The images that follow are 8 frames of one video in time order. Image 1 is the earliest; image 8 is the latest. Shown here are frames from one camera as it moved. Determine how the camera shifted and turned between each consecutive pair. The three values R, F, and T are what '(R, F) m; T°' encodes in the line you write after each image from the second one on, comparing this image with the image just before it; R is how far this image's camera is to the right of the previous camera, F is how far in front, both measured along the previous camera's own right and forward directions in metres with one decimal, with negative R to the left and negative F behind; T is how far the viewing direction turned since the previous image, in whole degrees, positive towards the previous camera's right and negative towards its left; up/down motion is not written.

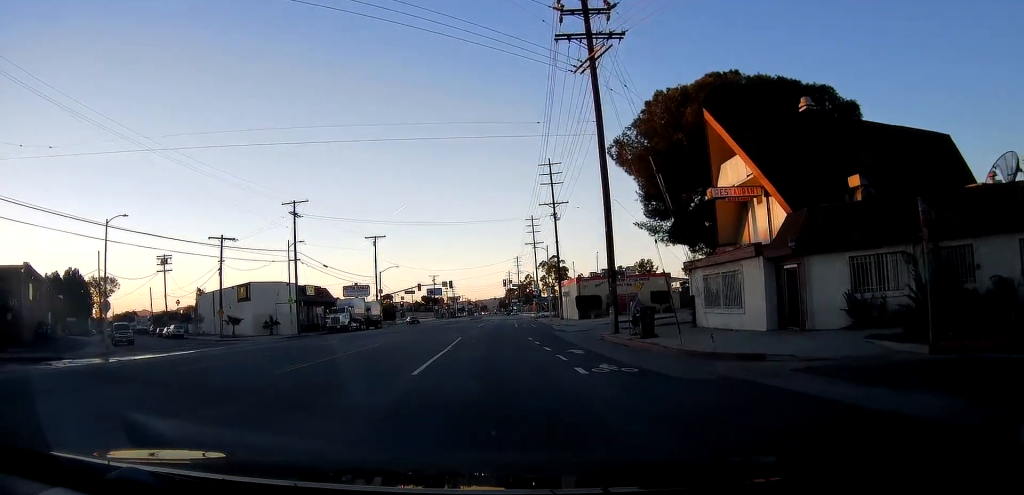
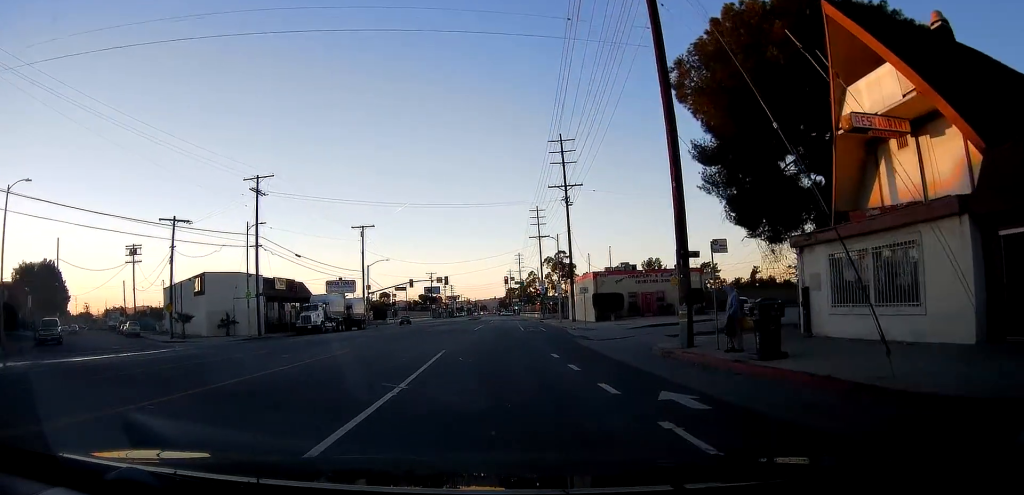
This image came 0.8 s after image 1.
(0.0, +10.3) m; 0°
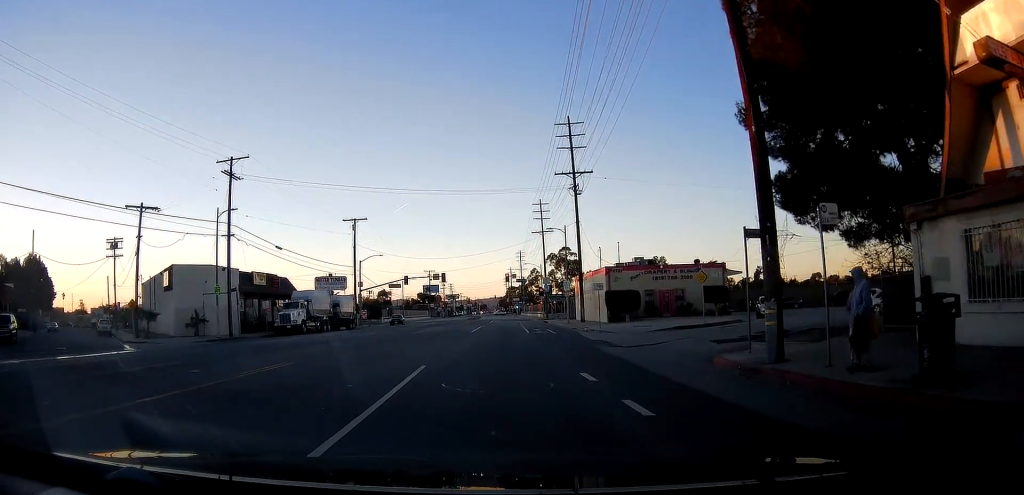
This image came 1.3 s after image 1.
(0.0, +5.7) m; 0°
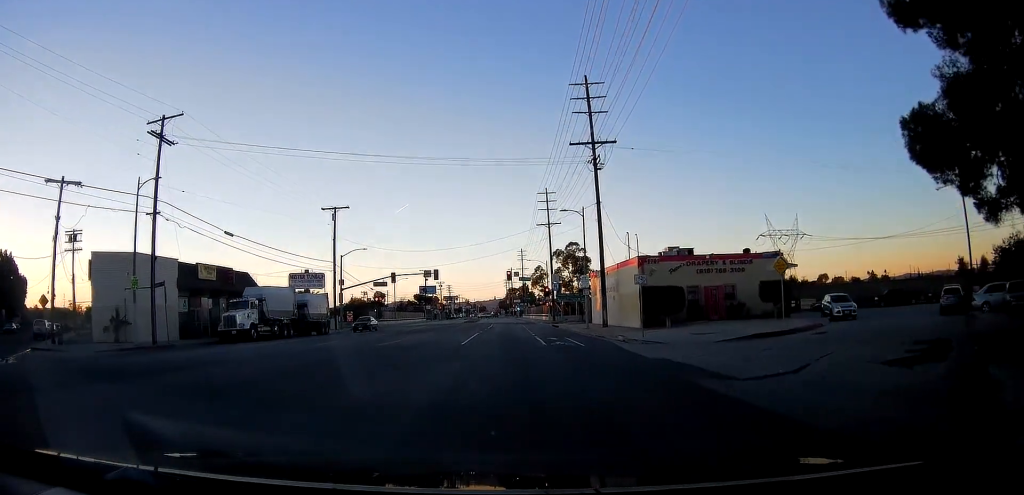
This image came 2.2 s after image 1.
(0.0, +10.8) m; 0°
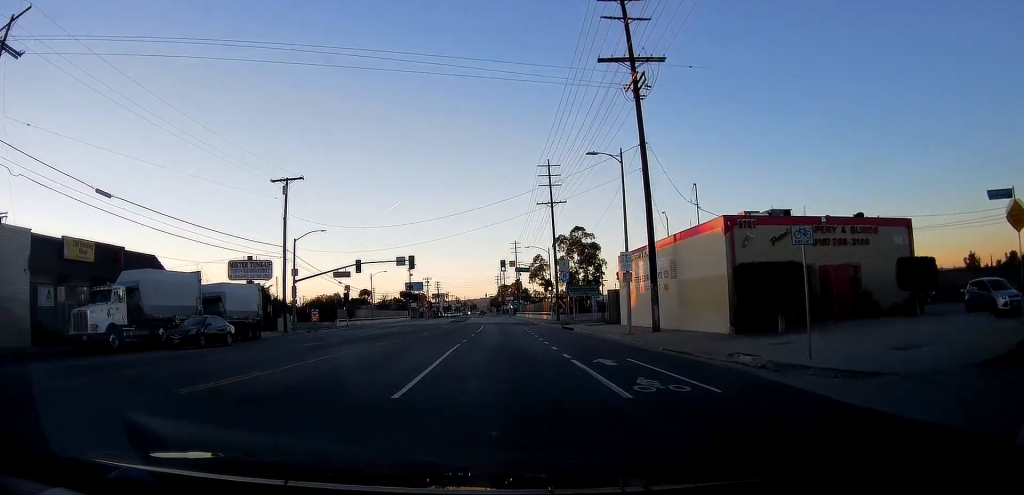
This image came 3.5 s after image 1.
(0.0, +15.7) m; 0°
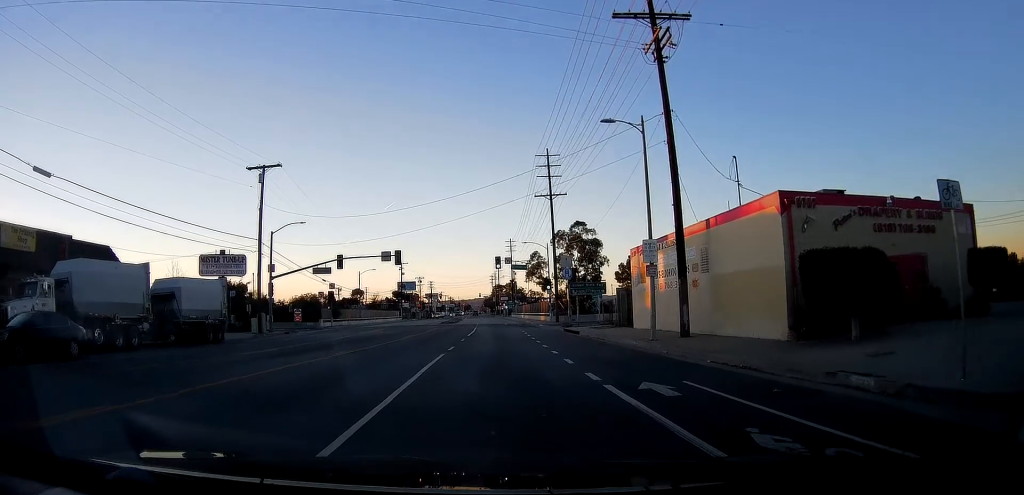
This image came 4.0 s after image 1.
(0.0, +5.4) m; 0°
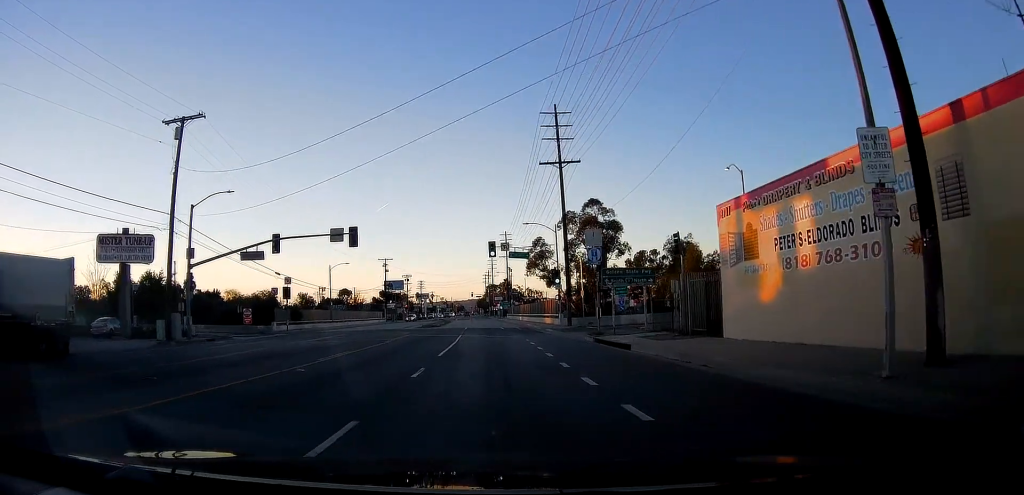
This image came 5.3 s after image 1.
(0.0, +15.7) m; 0°
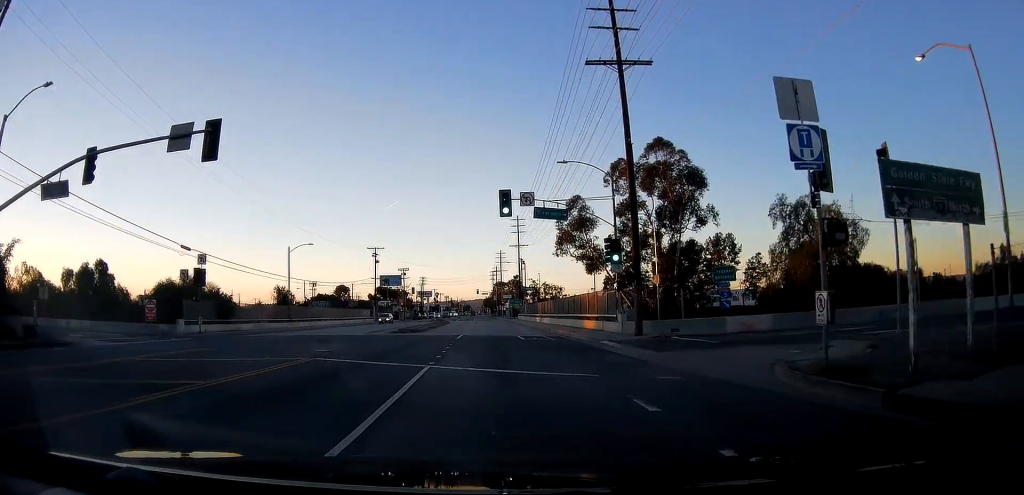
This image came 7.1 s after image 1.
(0.0, +21.9) m; 0°
